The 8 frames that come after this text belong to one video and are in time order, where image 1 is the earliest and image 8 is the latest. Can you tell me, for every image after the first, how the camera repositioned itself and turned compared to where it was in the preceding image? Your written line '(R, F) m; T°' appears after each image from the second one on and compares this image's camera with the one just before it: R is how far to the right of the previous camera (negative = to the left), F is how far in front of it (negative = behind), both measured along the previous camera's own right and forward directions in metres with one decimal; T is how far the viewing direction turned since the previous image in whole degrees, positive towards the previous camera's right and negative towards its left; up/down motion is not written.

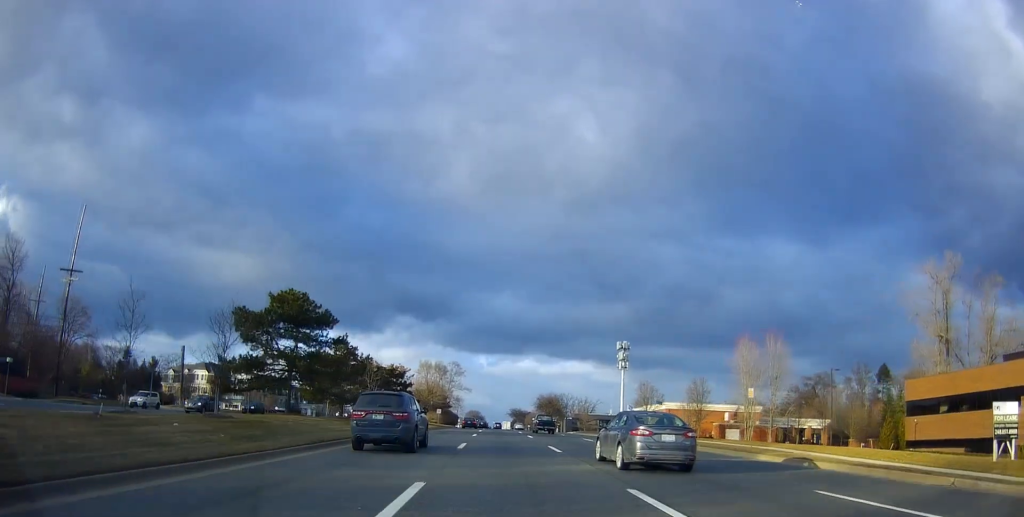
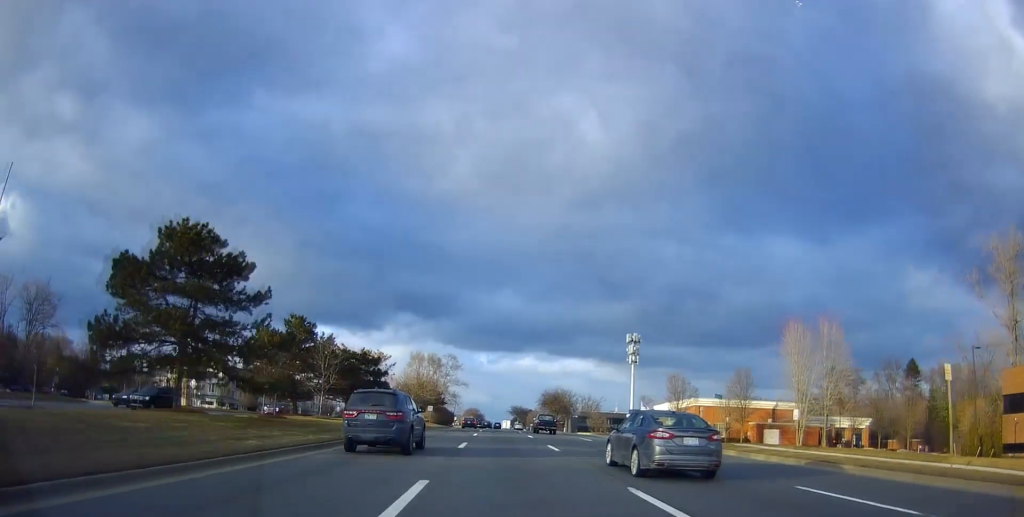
(+0.1, +14.8) m; 0°
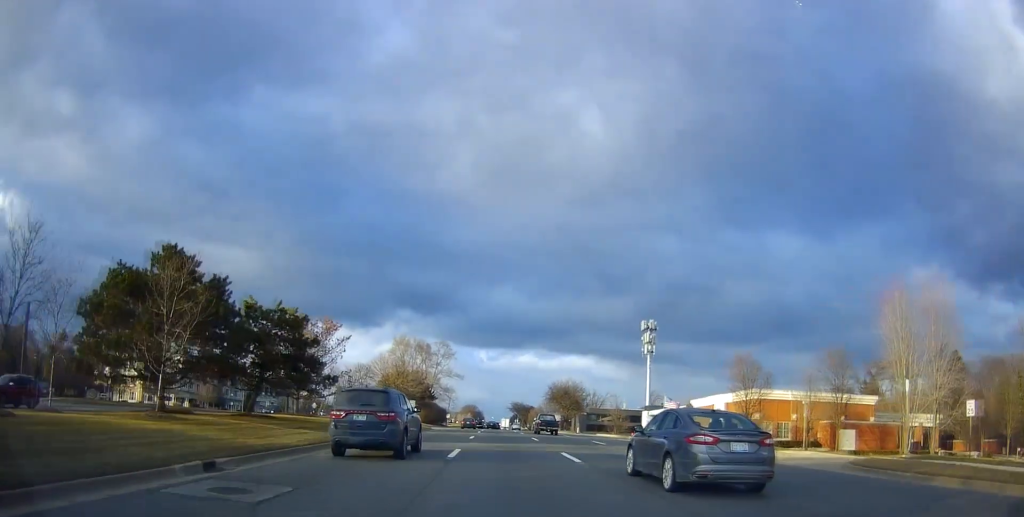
(-0.5, +20.4) m; 0°
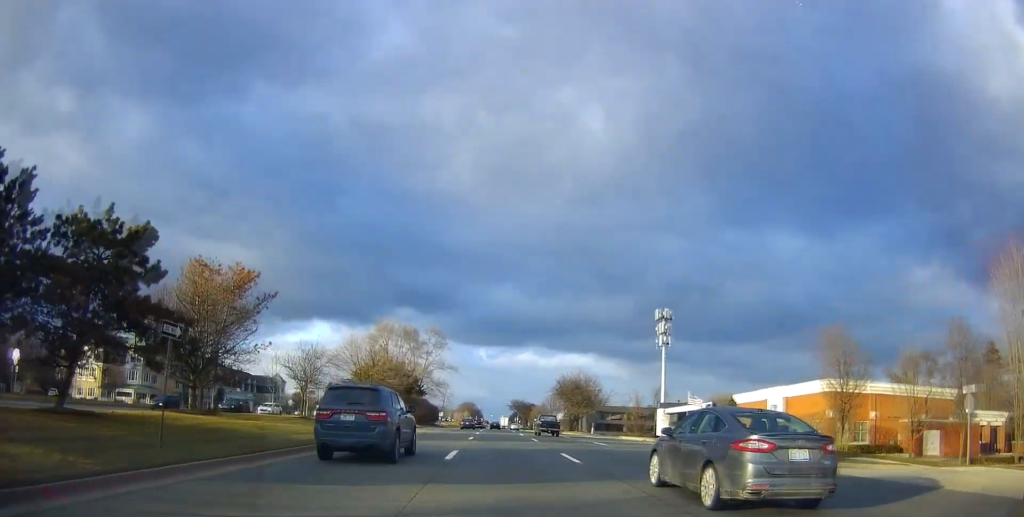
(+0.5, +15.7) m; +1°
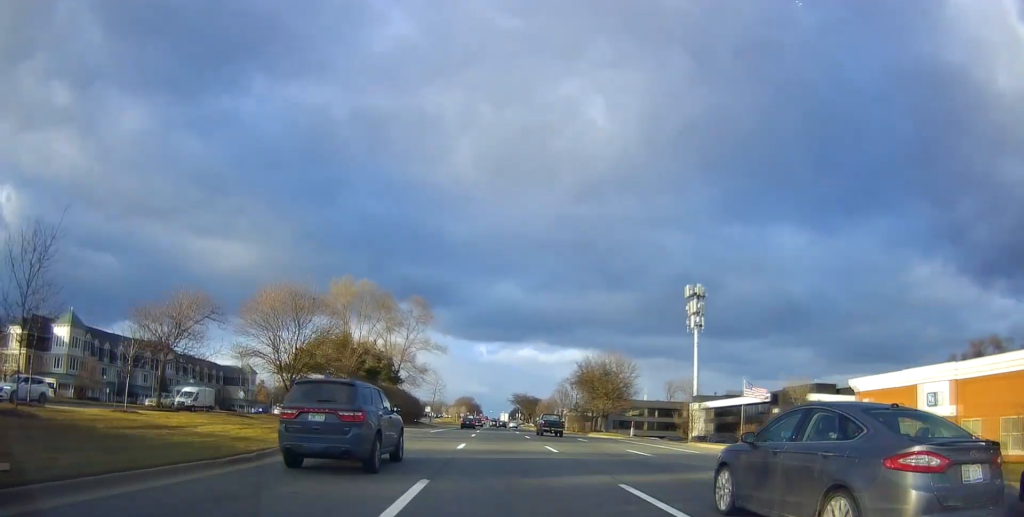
(-0.2, +24.5) m; 0°
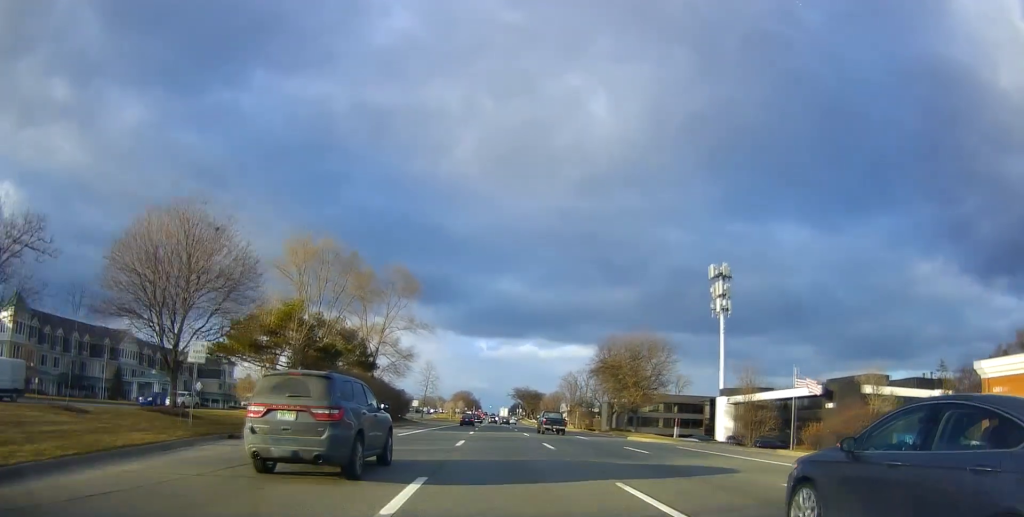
(+0.1, +15.2) m; 0°
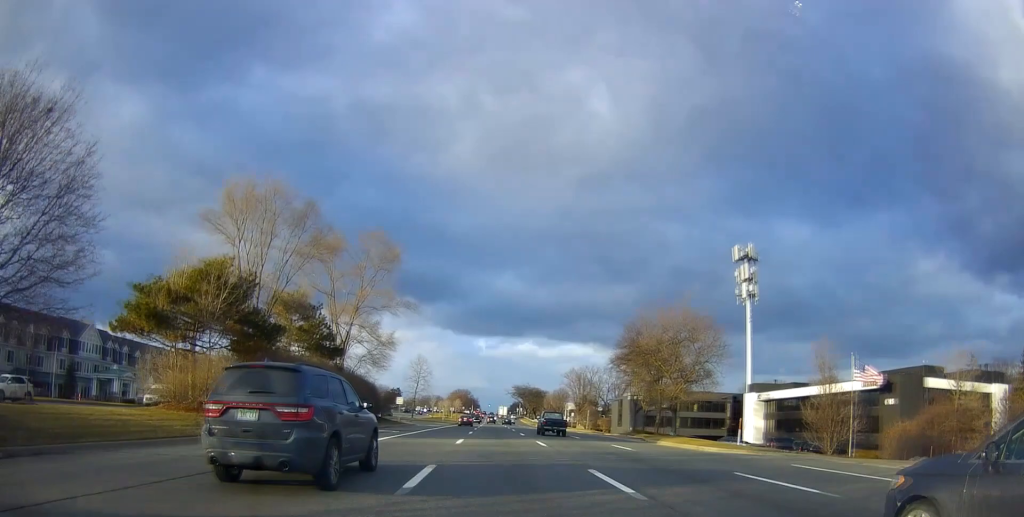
(+0.1, +12.9) m; +1°
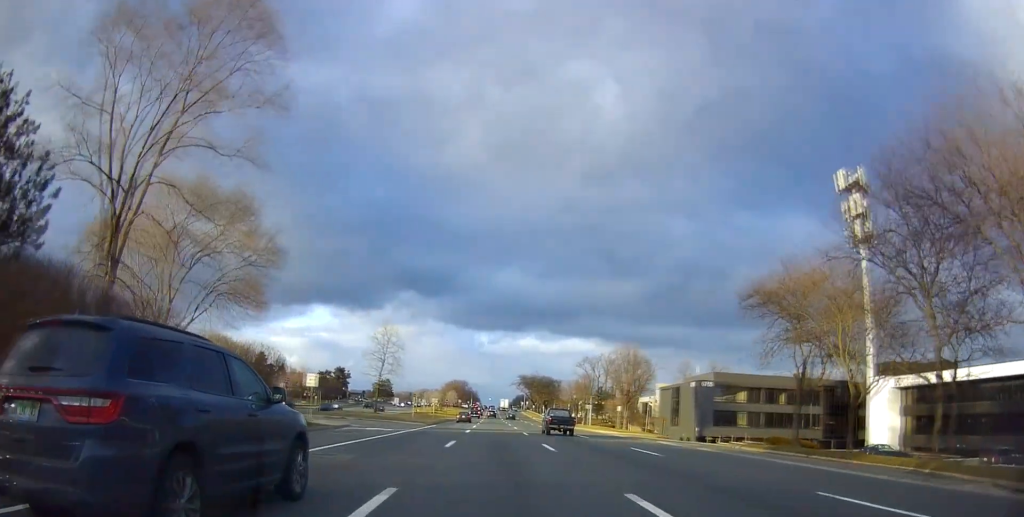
(-0.7, +34.5) m; -2°
